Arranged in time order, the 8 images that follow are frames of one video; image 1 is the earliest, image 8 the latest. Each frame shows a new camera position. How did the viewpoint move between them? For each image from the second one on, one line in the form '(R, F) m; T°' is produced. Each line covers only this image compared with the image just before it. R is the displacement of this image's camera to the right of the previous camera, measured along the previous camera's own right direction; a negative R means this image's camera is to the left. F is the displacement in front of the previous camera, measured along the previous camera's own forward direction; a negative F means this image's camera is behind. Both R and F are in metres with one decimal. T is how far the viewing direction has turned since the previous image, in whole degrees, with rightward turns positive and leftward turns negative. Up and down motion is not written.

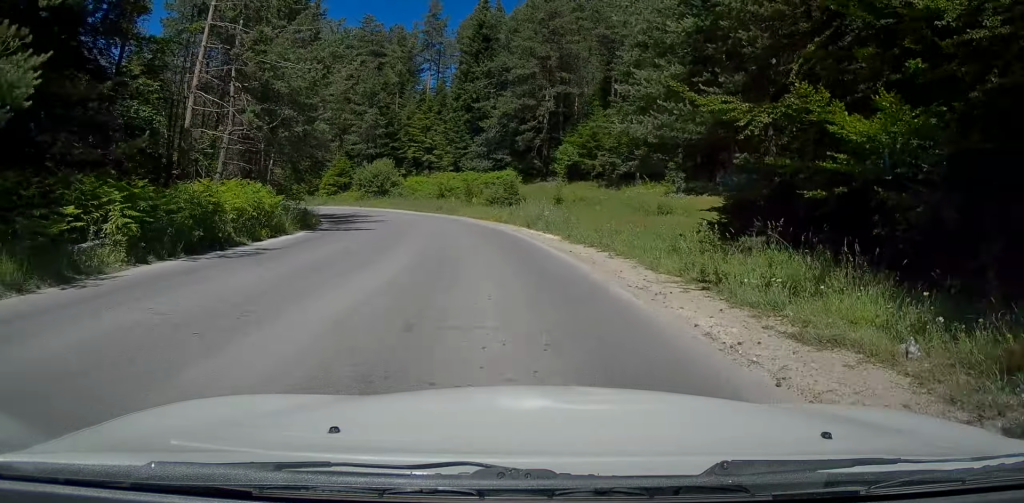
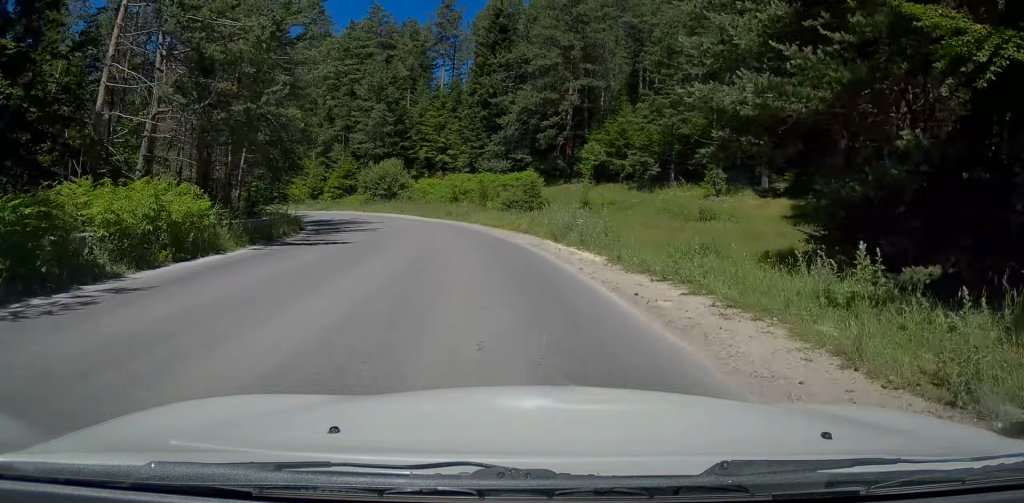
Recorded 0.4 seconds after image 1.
(-0.3, +6.3) m; -3°
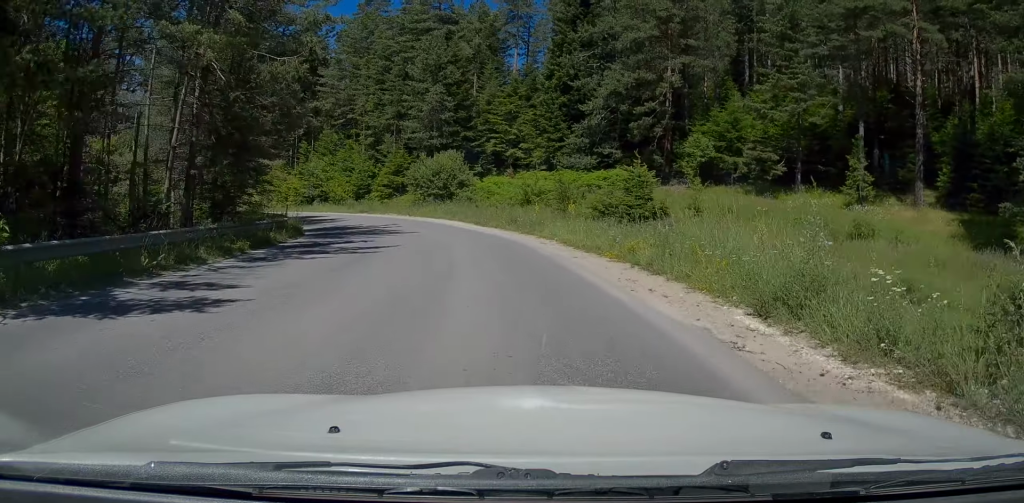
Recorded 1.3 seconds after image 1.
(-0.5, +12.0) m; -6°
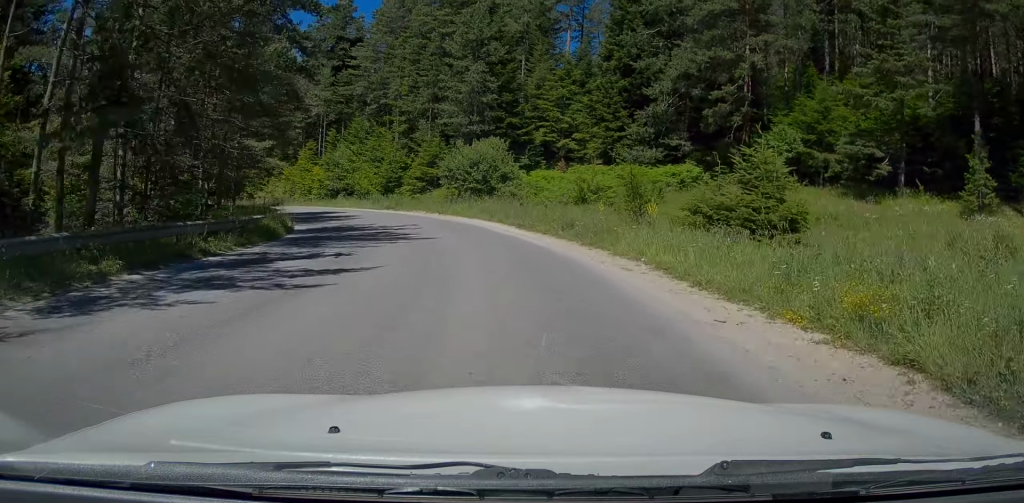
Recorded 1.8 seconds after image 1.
(+0.2, +7.6) m; -5°
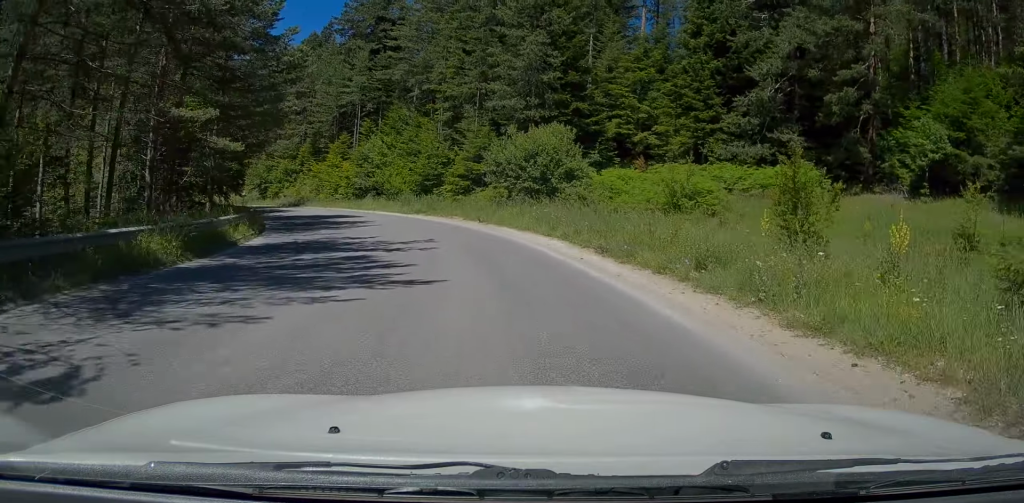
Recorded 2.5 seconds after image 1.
(-1.1, +9.8) m; -7°
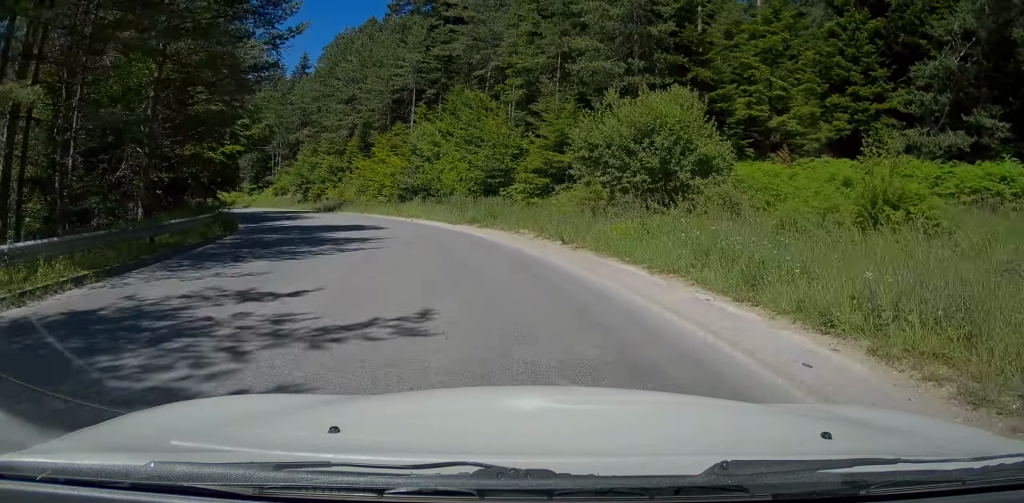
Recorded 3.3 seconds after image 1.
(-0.8, +11.3) m; -8°
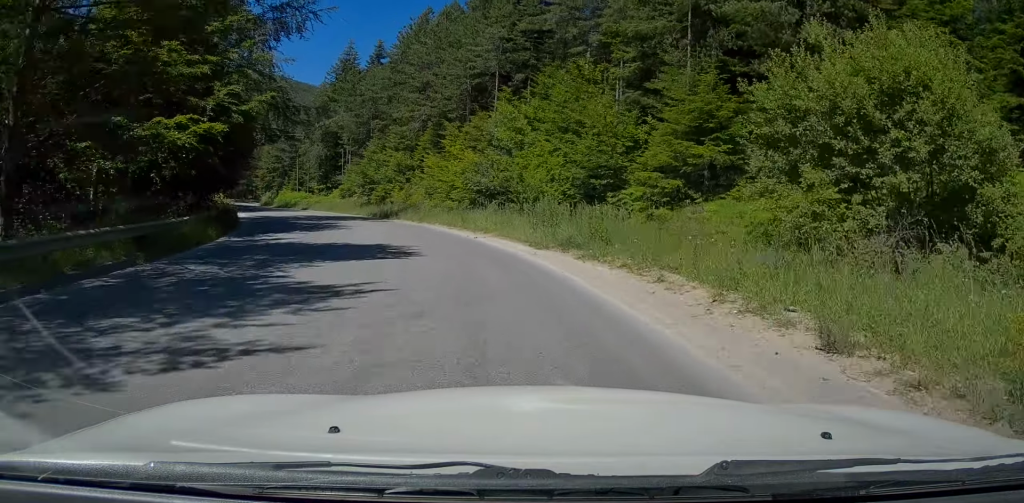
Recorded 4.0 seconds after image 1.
(-0.2, +9.5) m; -6°
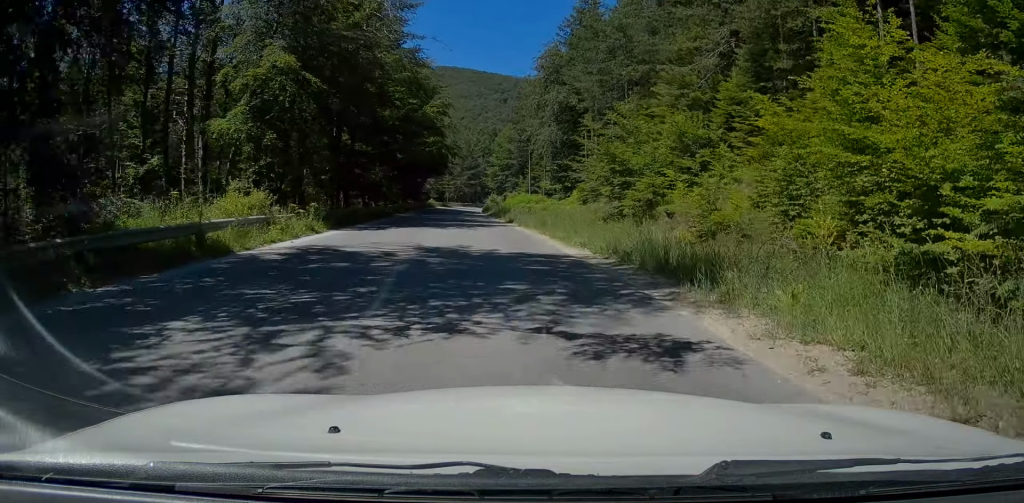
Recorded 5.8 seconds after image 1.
(-4.0, +25.9) m; -16°
